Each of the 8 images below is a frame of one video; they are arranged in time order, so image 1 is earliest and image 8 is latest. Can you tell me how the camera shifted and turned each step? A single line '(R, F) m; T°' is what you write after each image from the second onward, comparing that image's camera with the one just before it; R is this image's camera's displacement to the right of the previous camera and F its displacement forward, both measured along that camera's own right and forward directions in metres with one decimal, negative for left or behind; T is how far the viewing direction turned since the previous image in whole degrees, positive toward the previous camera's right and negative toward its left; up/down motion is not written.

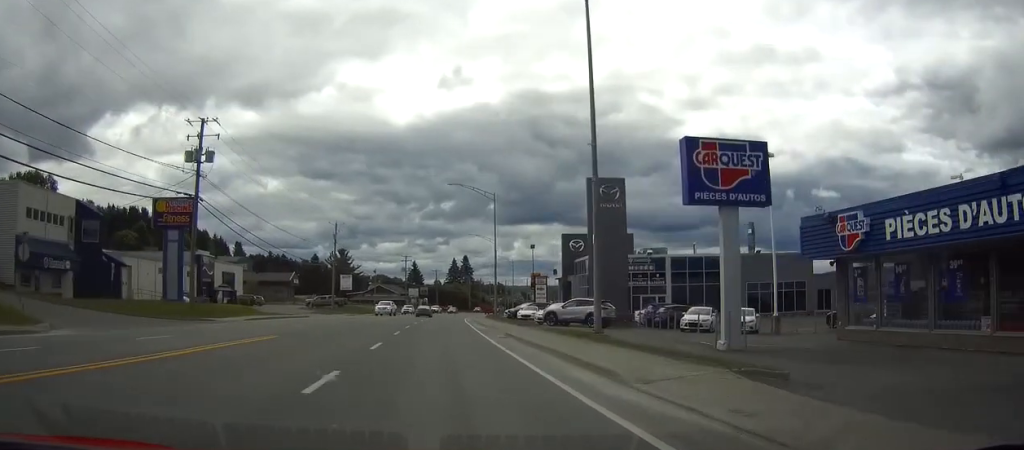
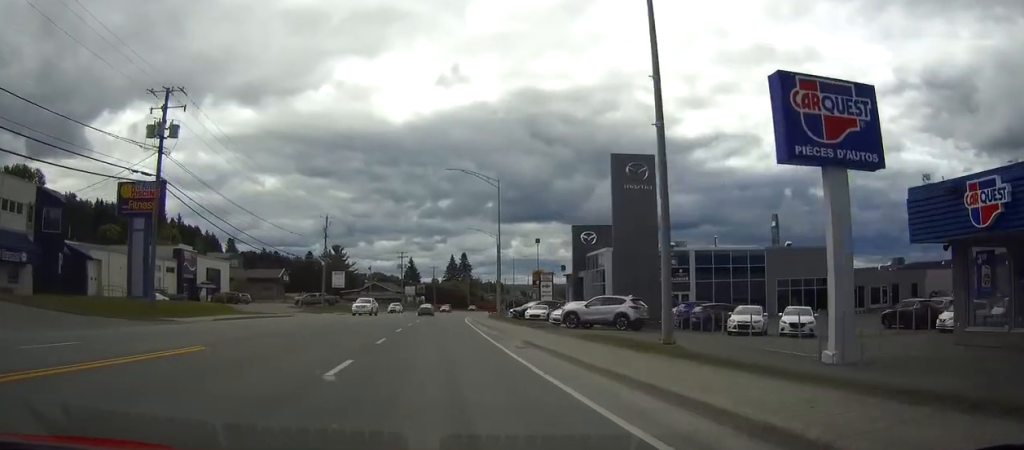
(0.0, +6.9) m; 0°
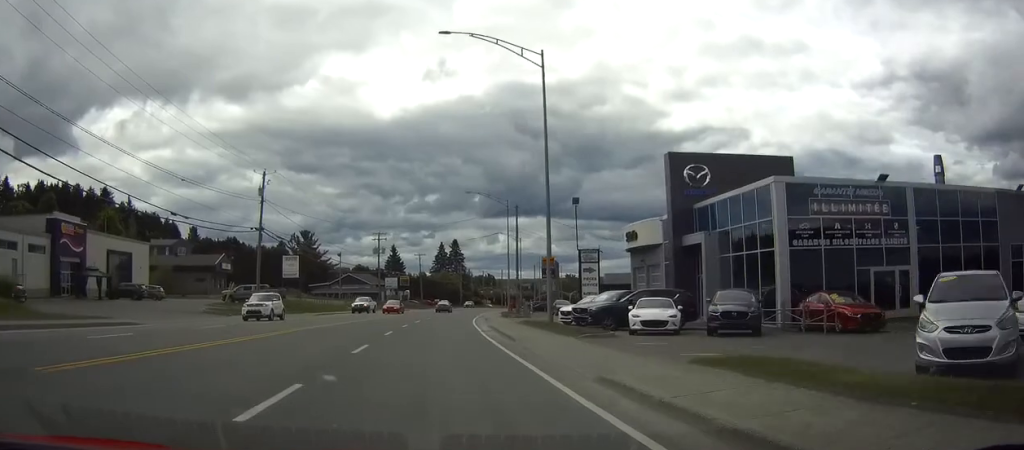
(+0.3, +31.1) m; 0°
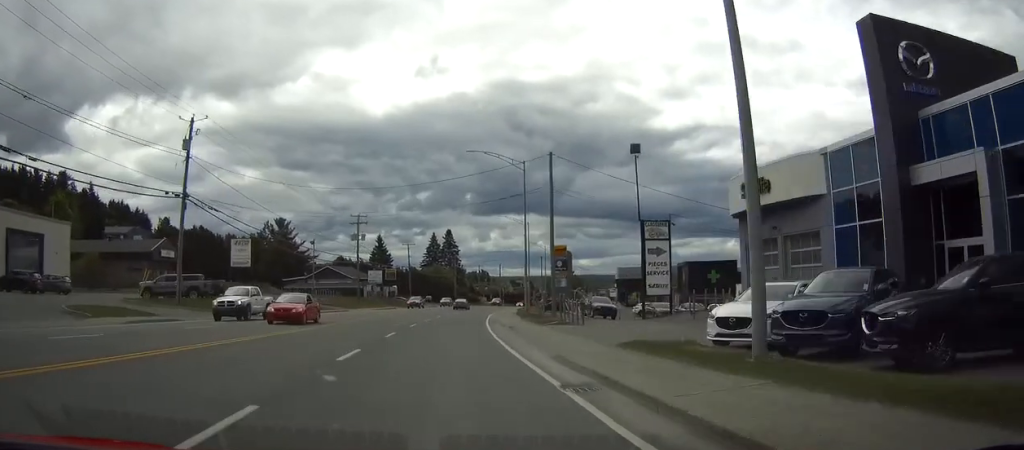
(0.0, +20.0) m; 0°
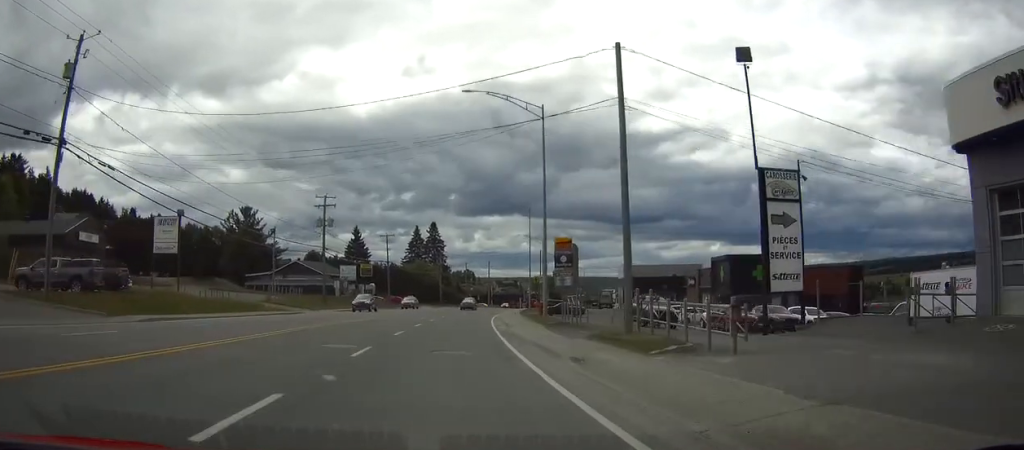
(+0.1, +16.8) m; +2°
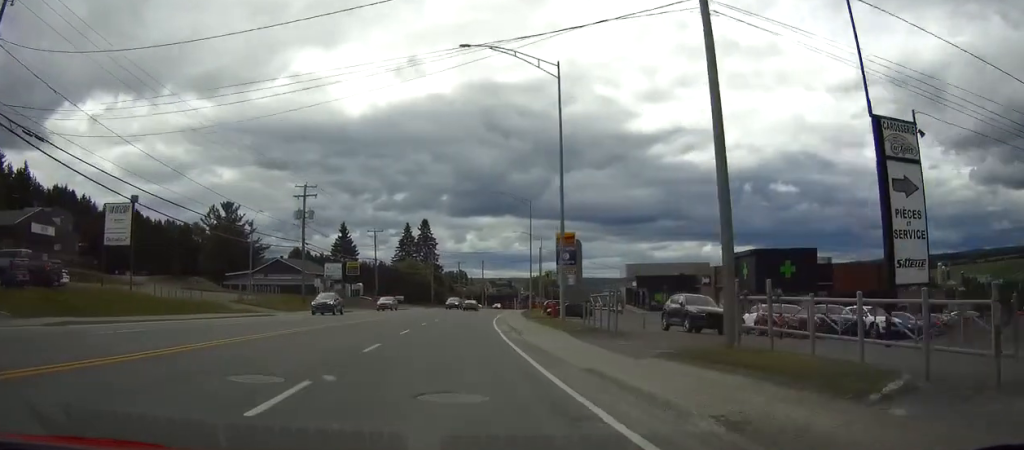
(+0.2, +7.6) m; +1°
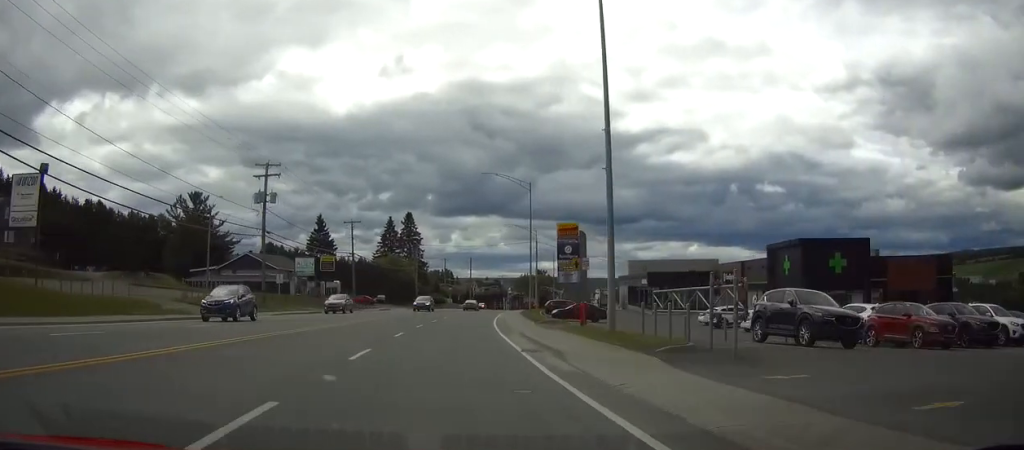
(+0.1, +10.9) m; +1°
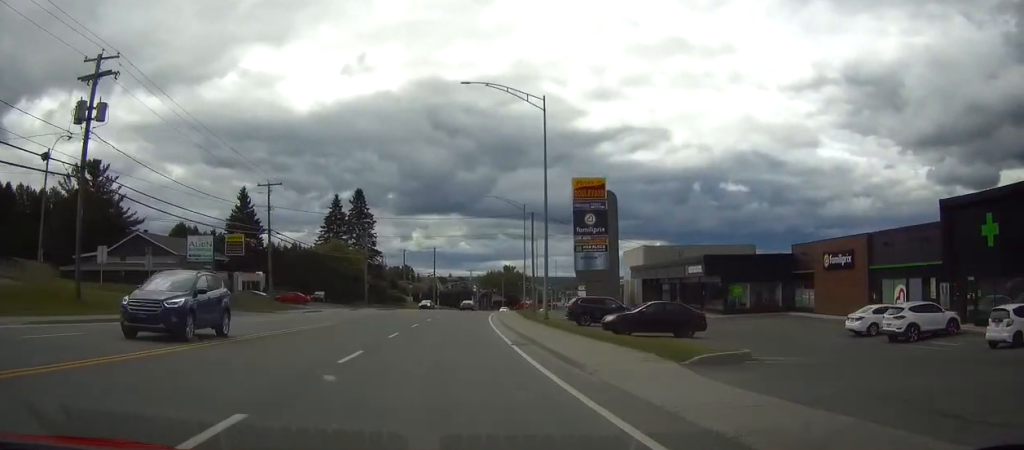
(+0.7, +27.6) m; +4°
